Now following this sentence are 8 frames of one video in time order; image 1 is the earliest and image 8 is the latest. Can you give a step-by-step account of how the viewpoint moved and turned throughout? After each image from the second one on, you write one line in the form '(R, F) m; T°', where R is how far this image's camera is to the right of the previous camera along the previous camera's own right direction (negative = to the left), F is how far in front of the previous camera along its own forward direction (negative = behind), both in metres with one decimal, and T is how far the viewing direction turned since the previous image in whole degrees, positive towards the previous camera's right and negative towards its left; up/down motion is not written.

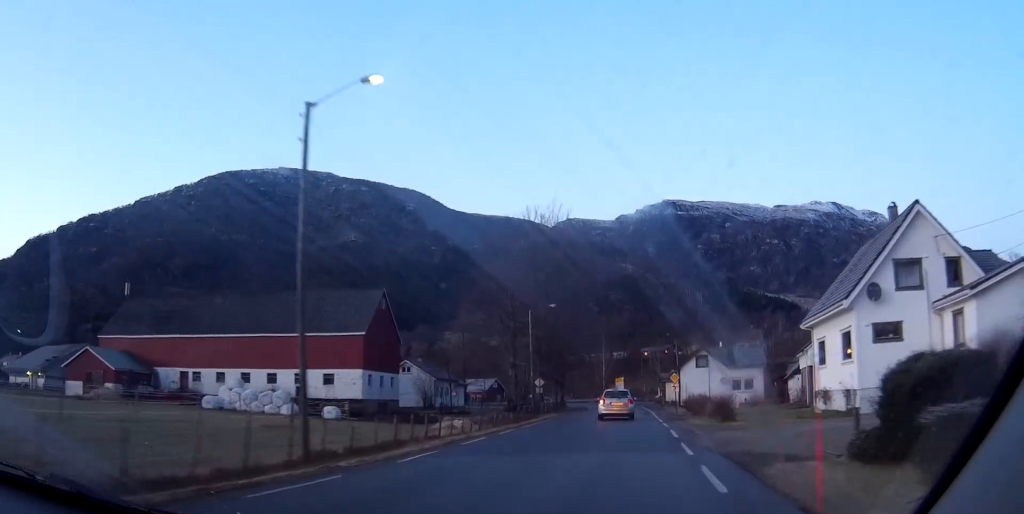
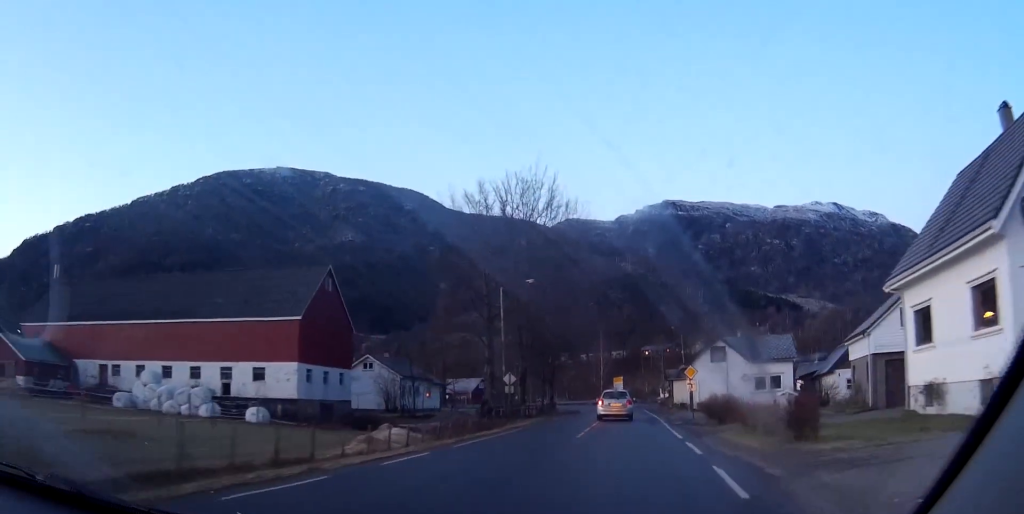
(+0.2, +12.1) m; +1°
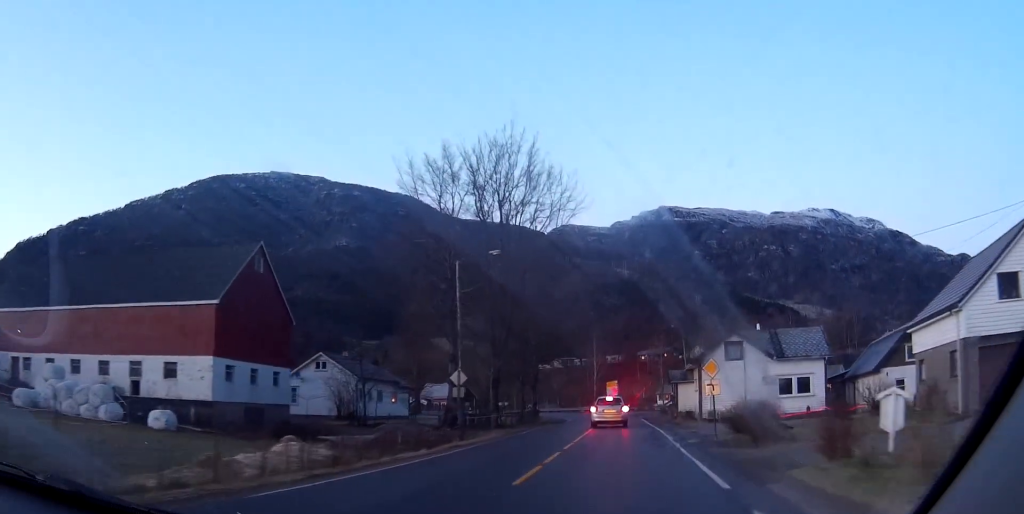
(+0.1, +10.2) m; 0°
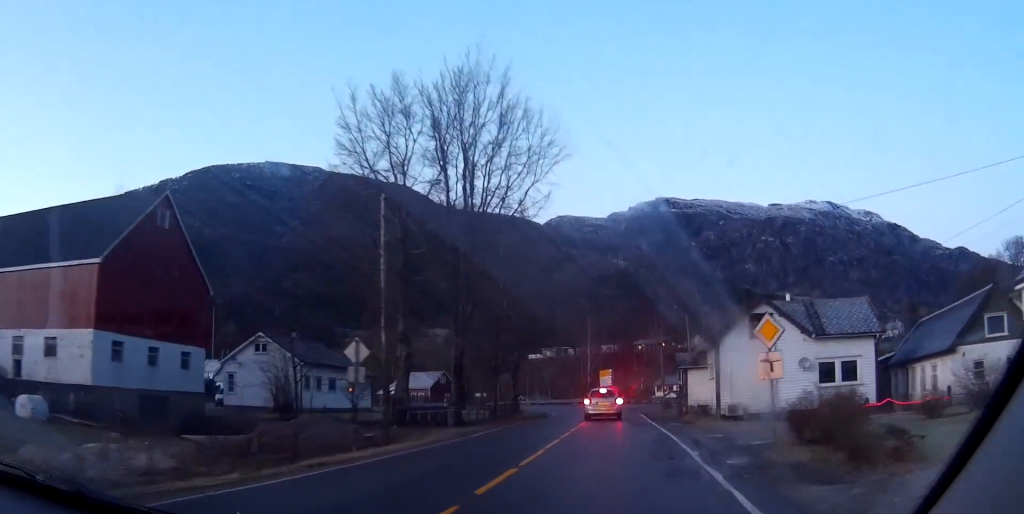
(0.0, +10.1) m; 0°
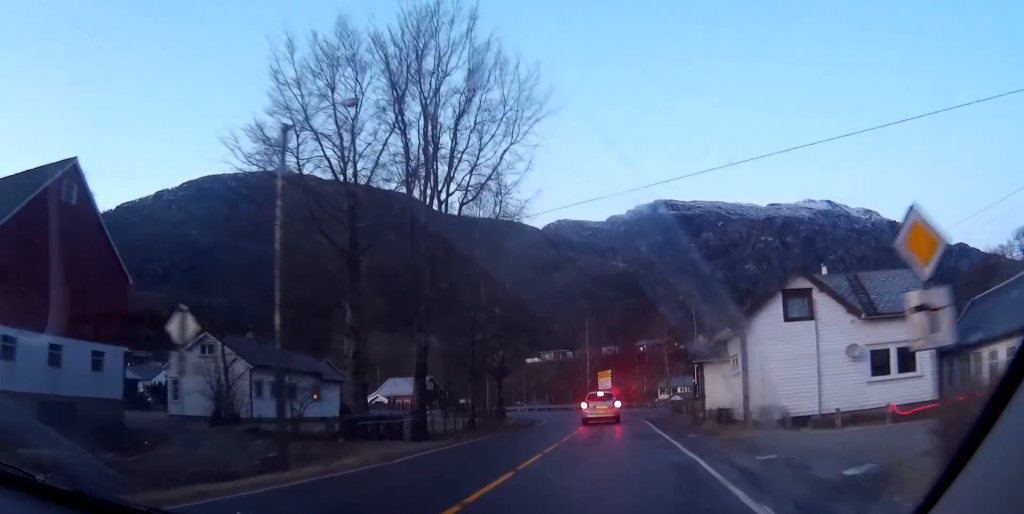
(-0.1, +7.5) m; 0°
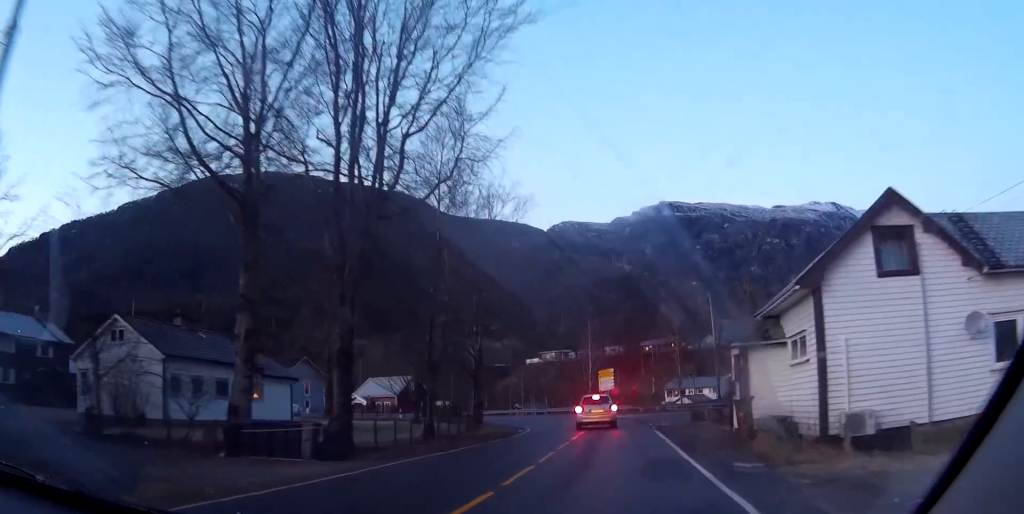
(+0.1, +9.7) m; 0°
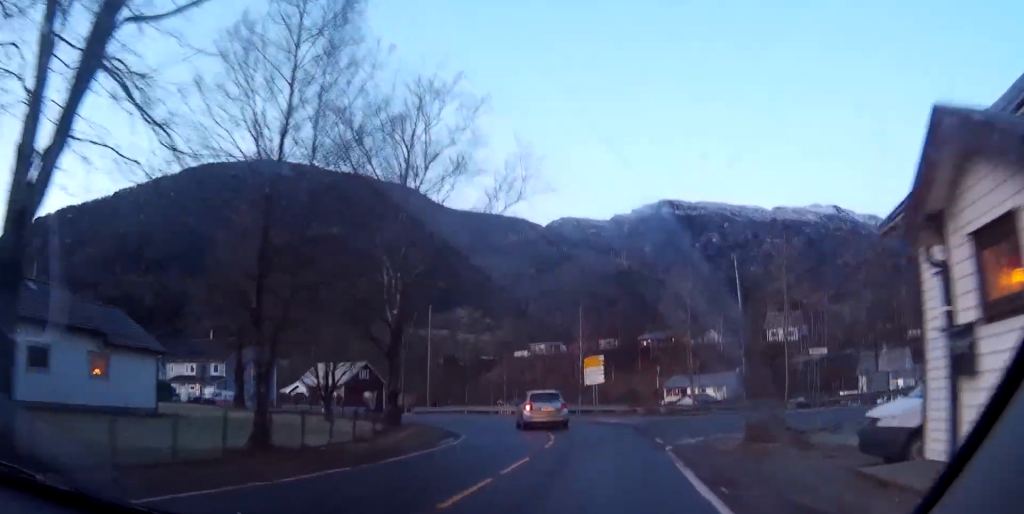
(0.0, +14.8) m; 0°
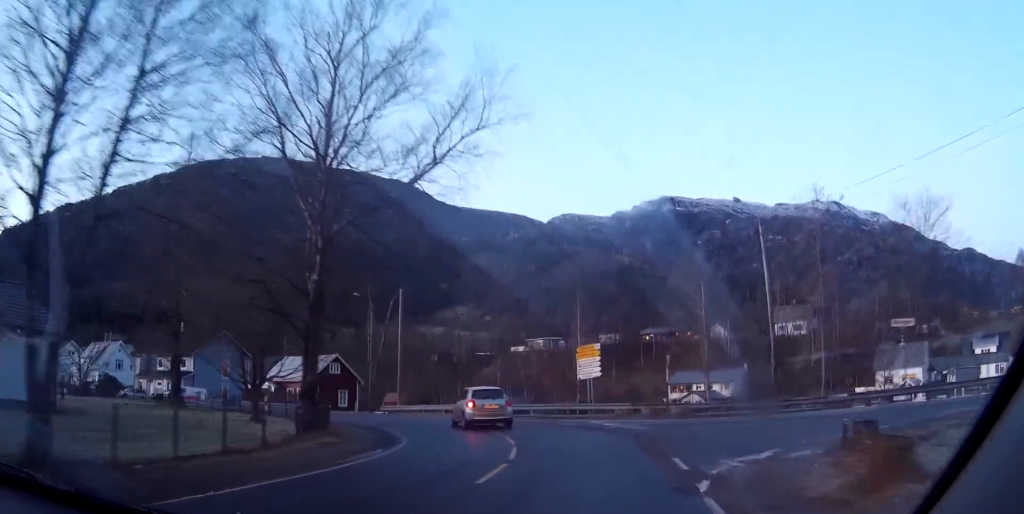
(0.0, +7.7) m; -1°
